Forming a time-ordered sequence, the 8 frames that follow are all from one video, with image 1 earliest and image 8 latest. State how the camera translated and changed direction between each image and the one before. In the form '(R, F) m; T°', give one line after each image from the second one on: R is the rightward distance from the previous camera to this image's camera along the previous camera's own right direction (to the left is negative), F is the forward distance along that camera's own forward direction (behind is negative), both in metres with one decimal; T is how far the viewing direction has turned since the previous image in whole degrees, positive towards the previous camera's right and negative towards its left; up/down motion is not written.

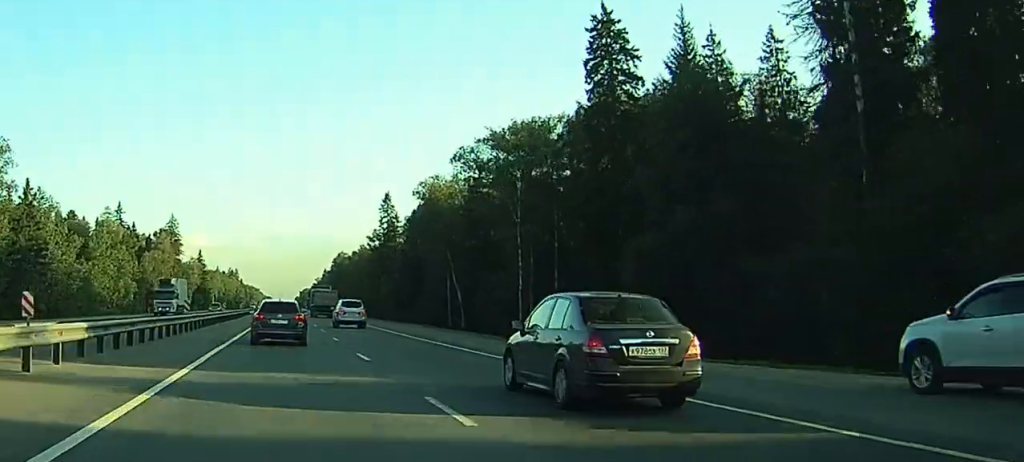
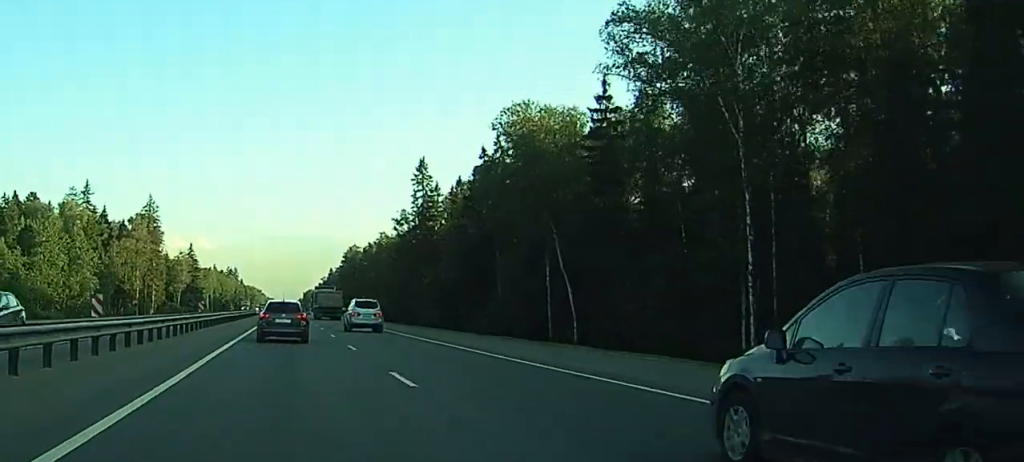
(+0.6, +41.4) m; +1°
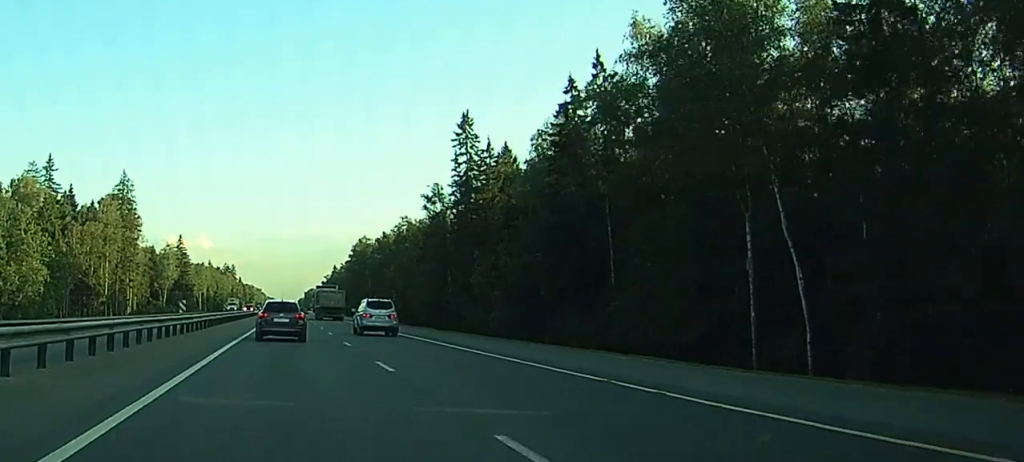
(0.0, +31.6) m; -1°
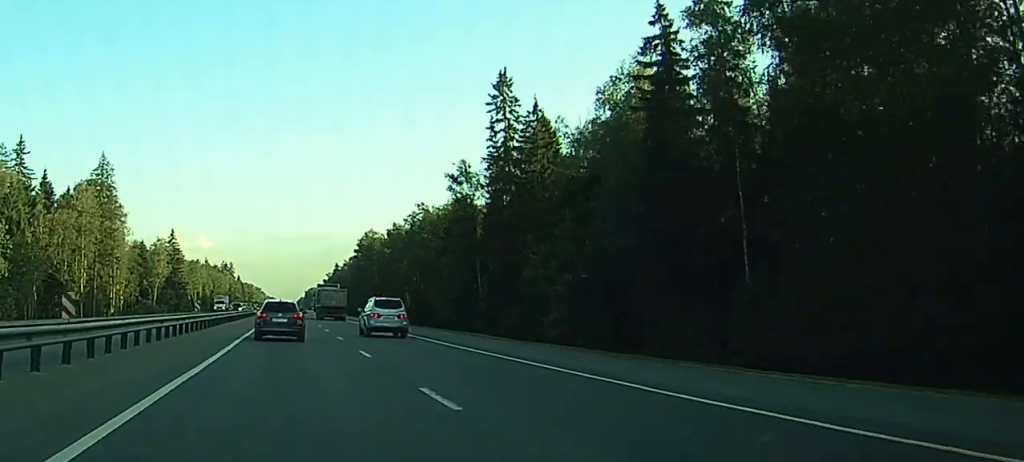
(-0.1, +17.9) m; -1°
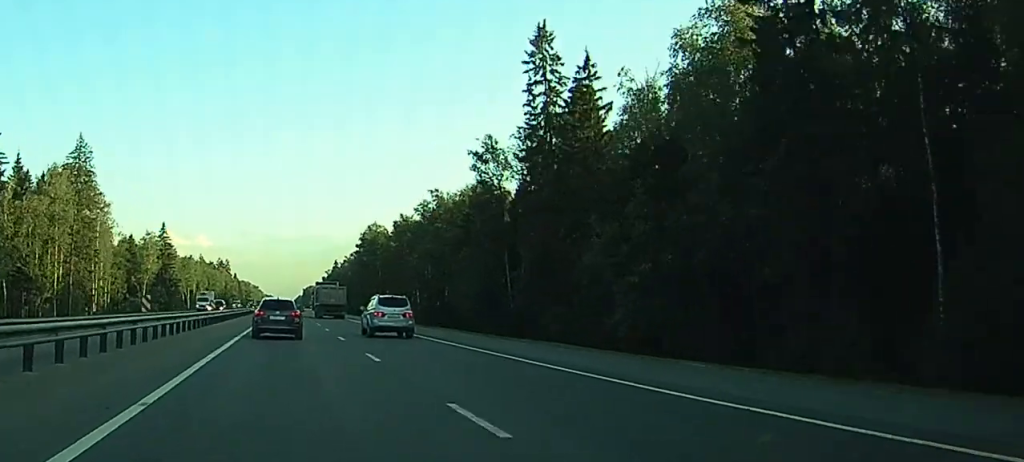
(-0.1, +14.0) m; 0°
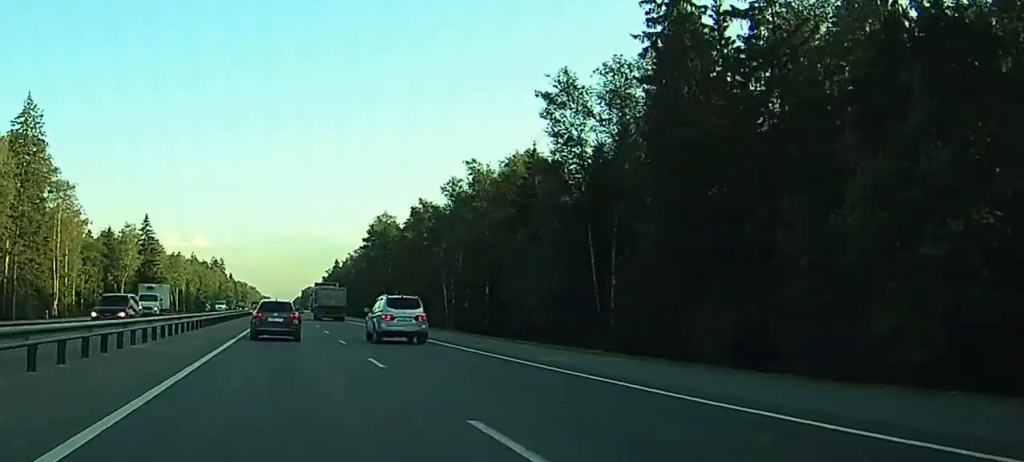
(-0.1, +24.8) m; 0°
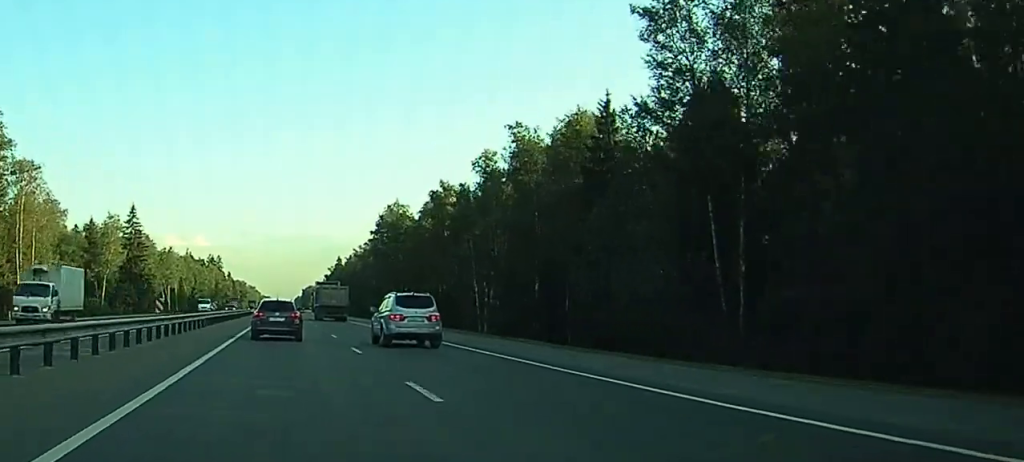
(0.0, +18.3) m; 0°
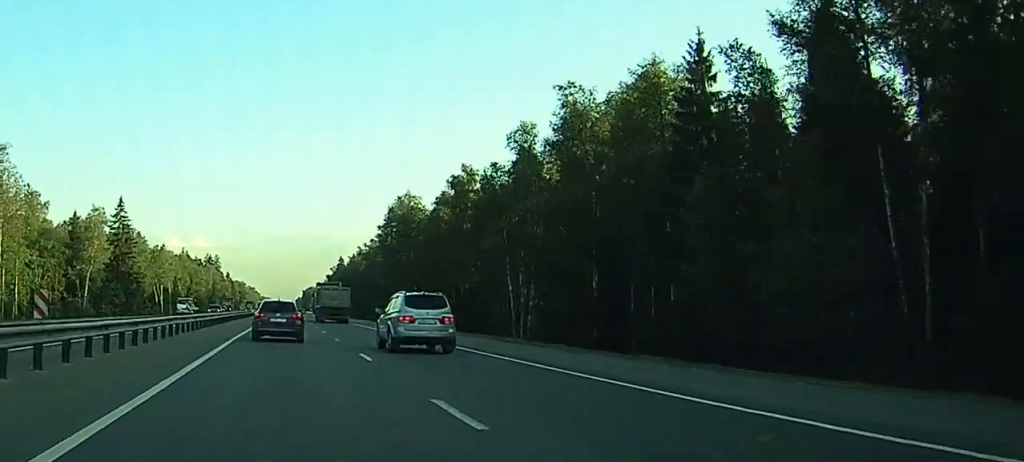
(0.0, +14.2) m; 0°
